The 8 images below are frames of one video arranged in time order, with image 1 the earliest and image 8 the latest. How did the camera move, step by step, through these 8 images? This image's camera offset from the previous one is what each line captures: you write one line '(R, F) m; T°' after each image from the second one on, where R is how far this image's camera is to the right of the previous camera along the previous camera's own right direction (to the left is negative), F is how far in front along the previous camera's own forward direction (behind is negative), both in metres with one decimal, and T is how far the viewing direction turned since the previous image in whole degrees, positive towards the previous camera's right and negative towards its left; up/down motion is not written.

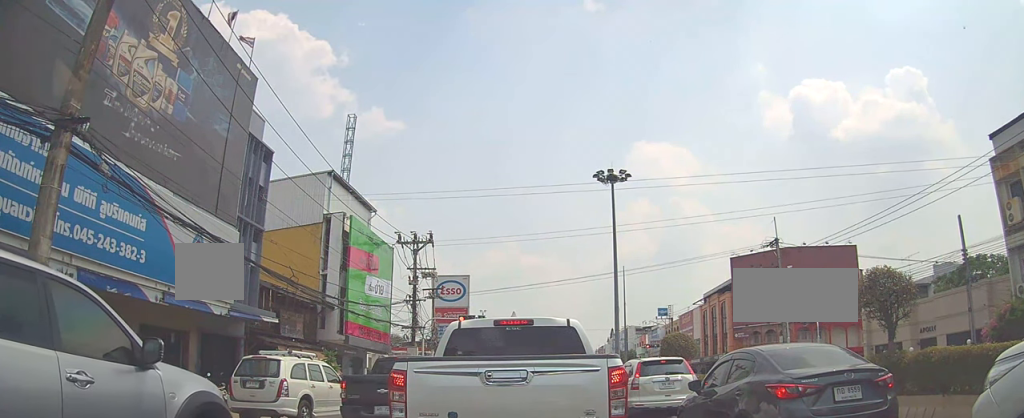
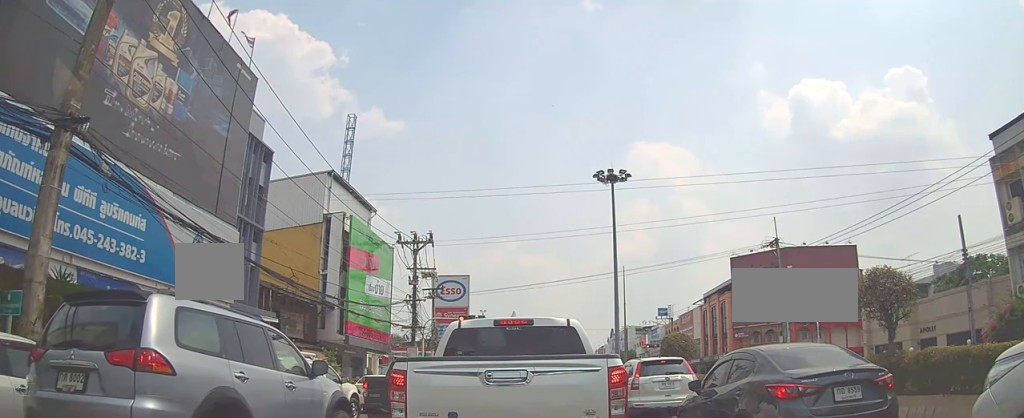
(+0.2, +0.1) m; 0°
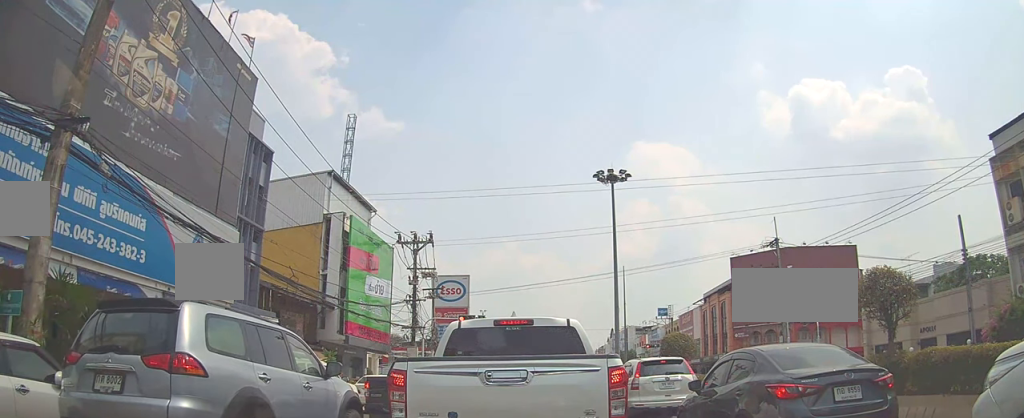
(0.0, 0.0) m; 0°
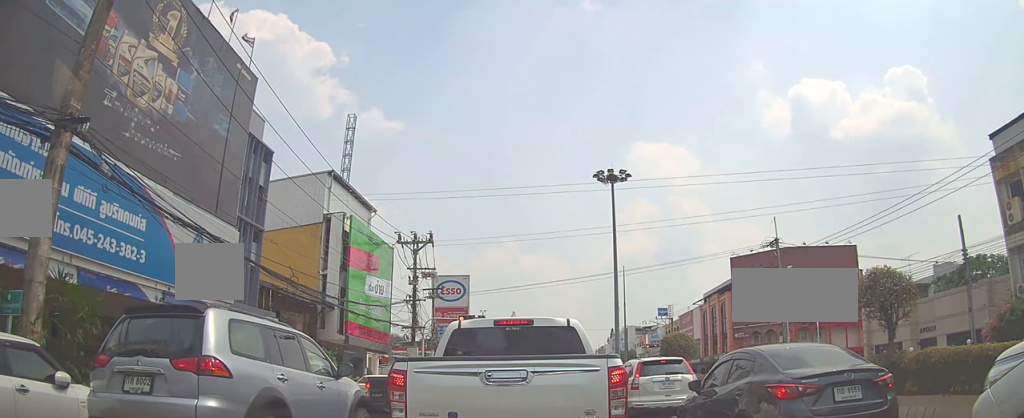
(0.0, 0.0) m; 0°
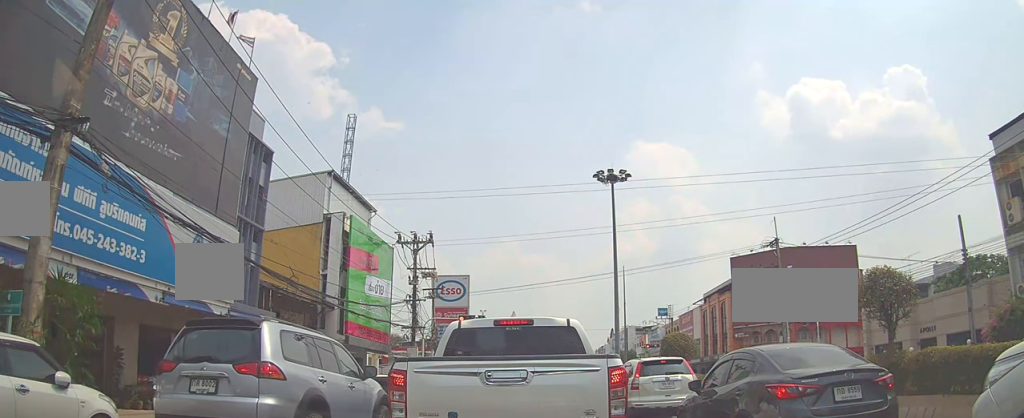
(0.0, 0.0) m; 0°
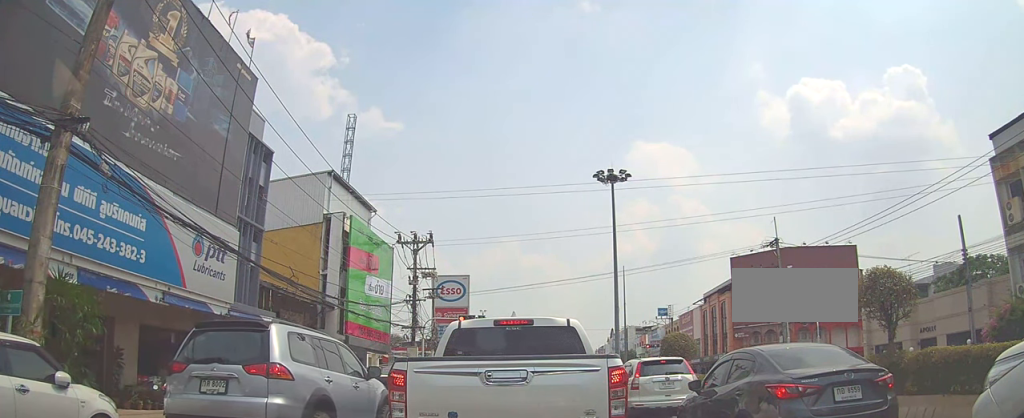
(0.0, 0.0) m; 0°
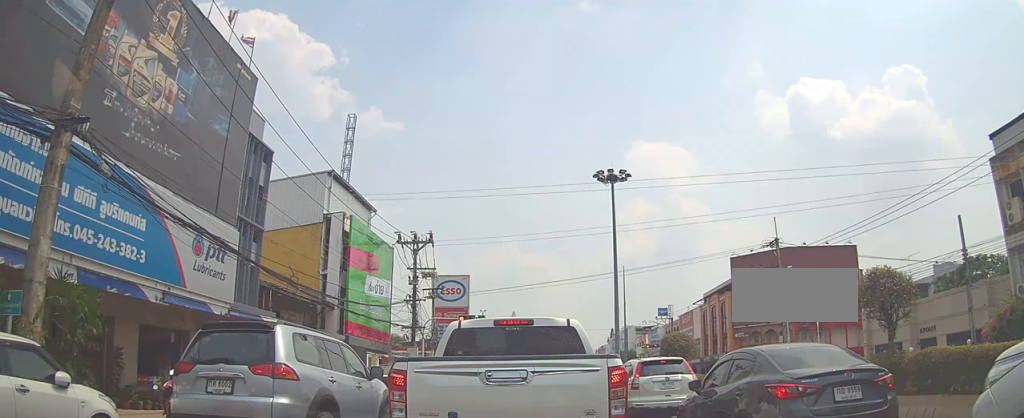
(-0.1, -0.1) m; 0°
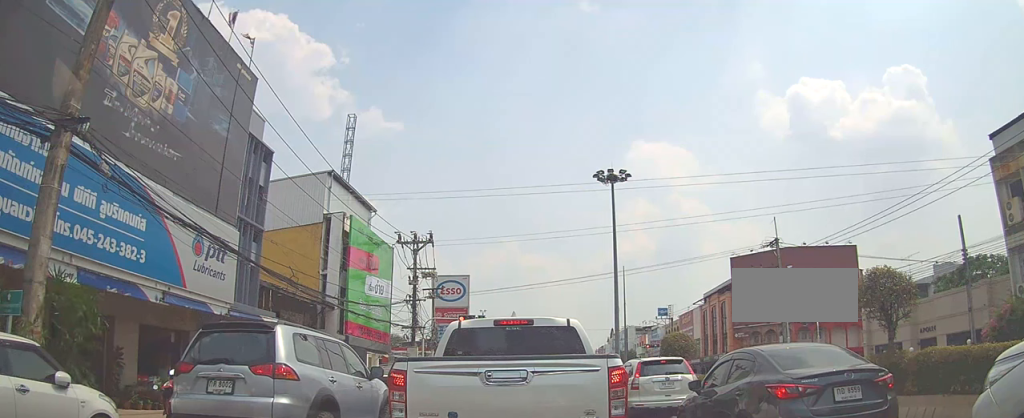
(-0.1, -0.1) m; 0°
